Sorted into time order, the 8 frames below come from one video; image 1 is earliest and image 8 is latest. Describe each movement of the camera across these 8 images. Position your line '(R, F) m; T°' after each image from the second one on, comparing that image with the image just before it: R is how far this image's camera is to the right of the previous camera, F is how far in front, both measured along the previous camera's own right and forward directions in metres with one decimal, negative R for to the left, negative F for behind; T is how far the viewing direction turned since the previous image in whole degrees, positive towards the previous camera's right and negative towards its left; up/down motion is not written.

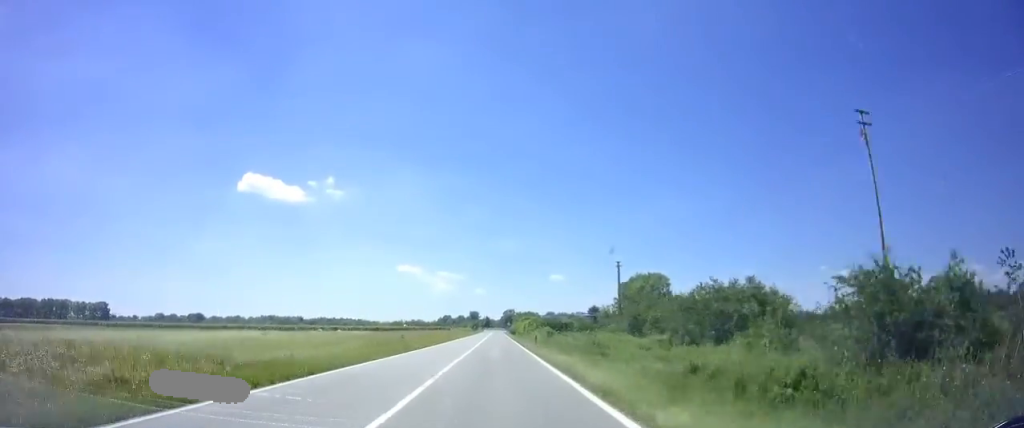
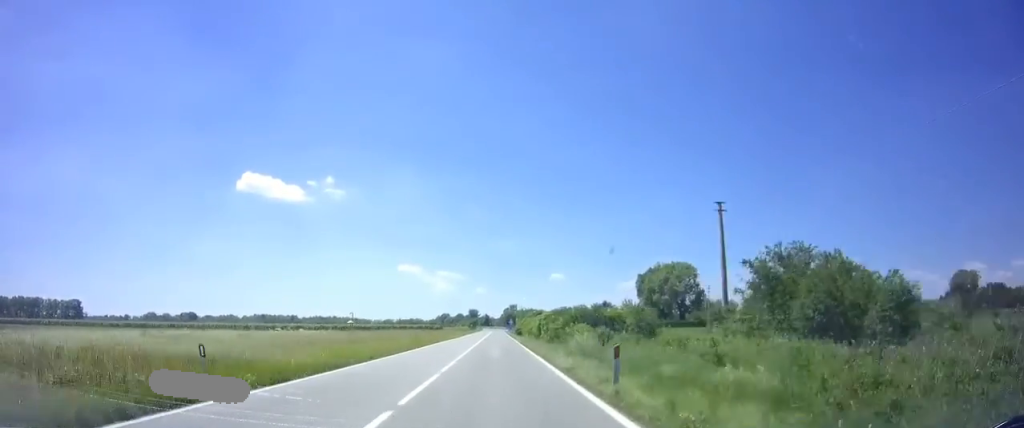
(0.0, +23.2) m; 0°
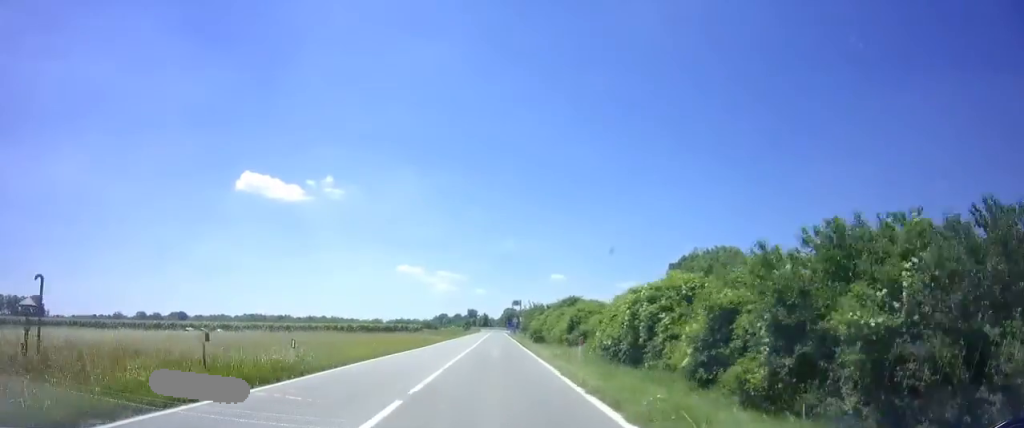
(+0.3, +28.6) m; +1°
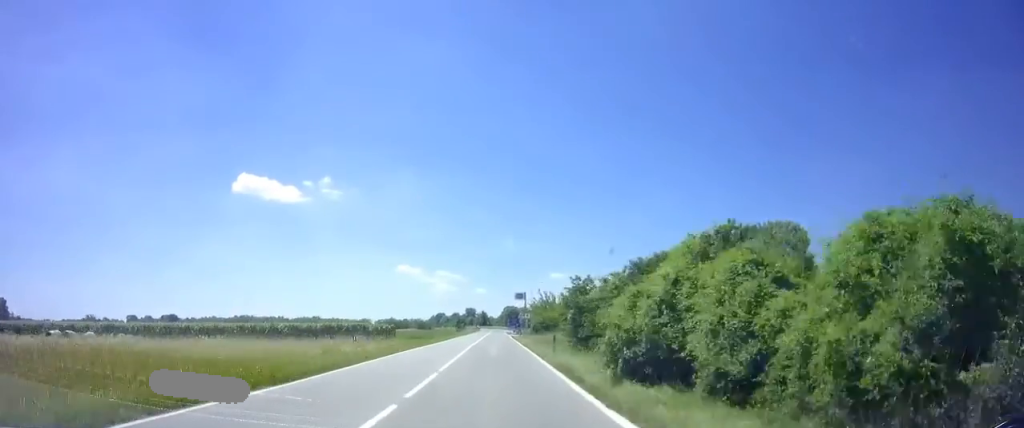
(0.0, +23.9) m; 0°
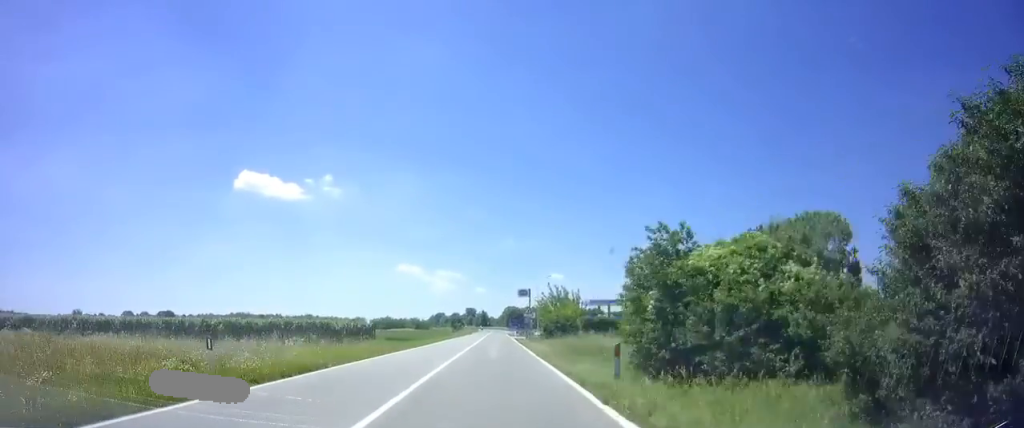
(-0.1, +12.2) m; 0°
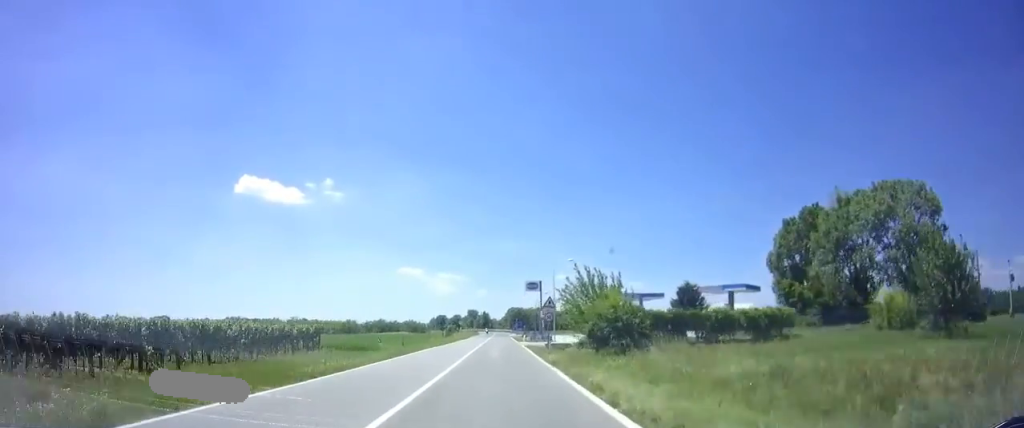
(0.0, +17.5) m; 0°
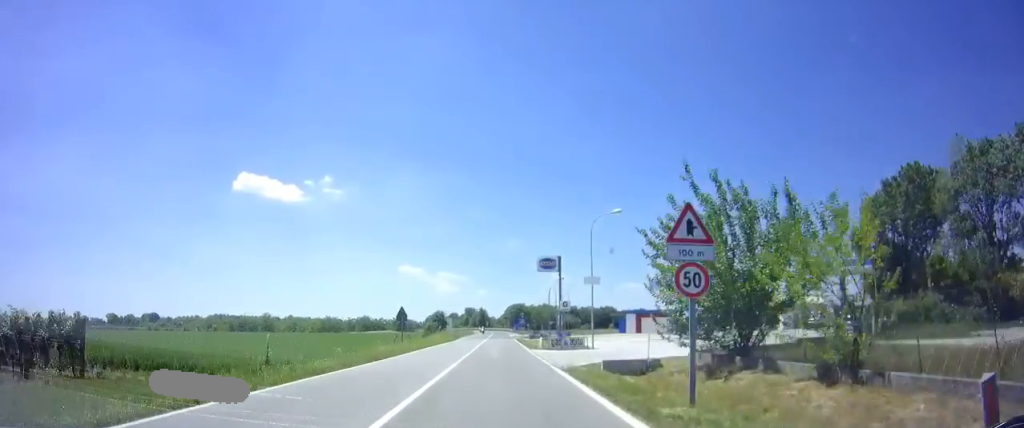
(0.0, +24.3) m; +1°
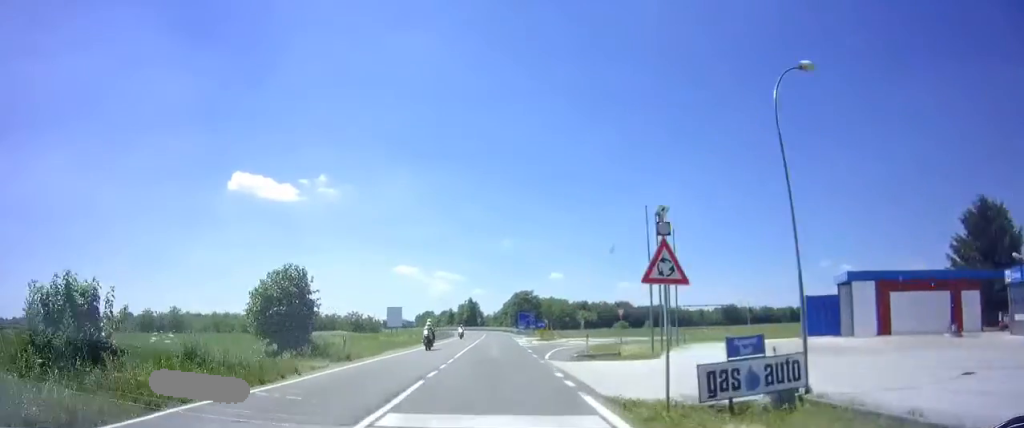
(+0.2, +53.0) m; 0°
